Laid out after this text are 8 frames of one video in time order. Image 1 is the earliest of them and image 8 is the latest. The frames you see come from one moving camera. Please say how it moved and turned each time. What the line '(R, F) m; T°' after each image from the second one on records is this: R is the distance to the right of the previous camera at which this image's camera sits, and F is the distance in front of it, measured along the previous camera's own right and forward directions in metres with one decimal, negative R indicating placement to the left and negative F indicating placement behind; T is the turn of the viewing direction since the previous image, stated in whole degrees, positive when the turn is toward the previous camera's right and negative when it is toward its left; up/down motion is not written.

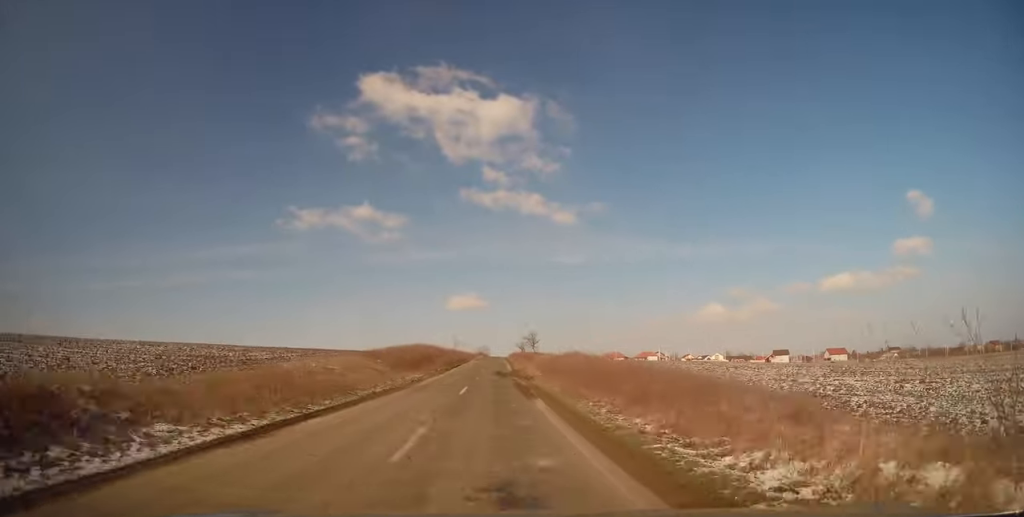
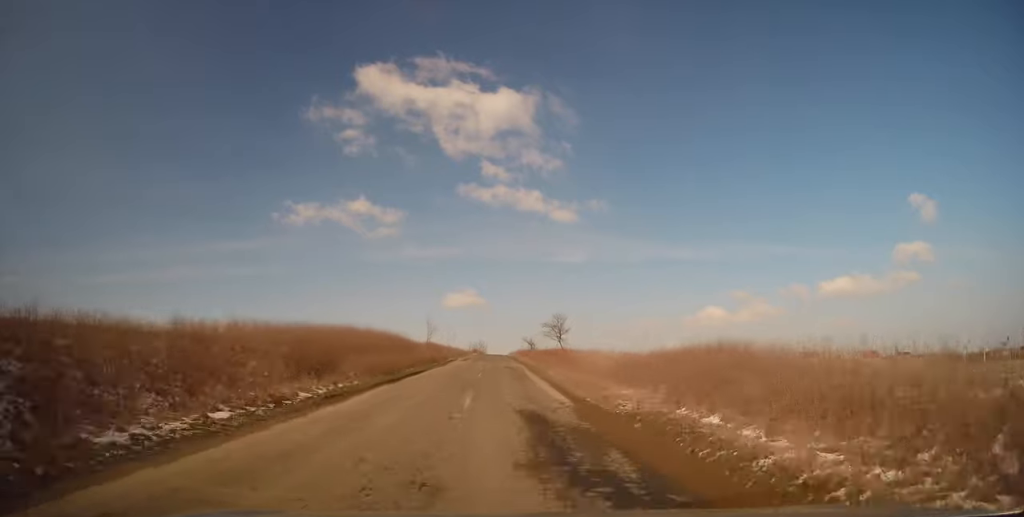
(0.0, +33.2) m; +1°
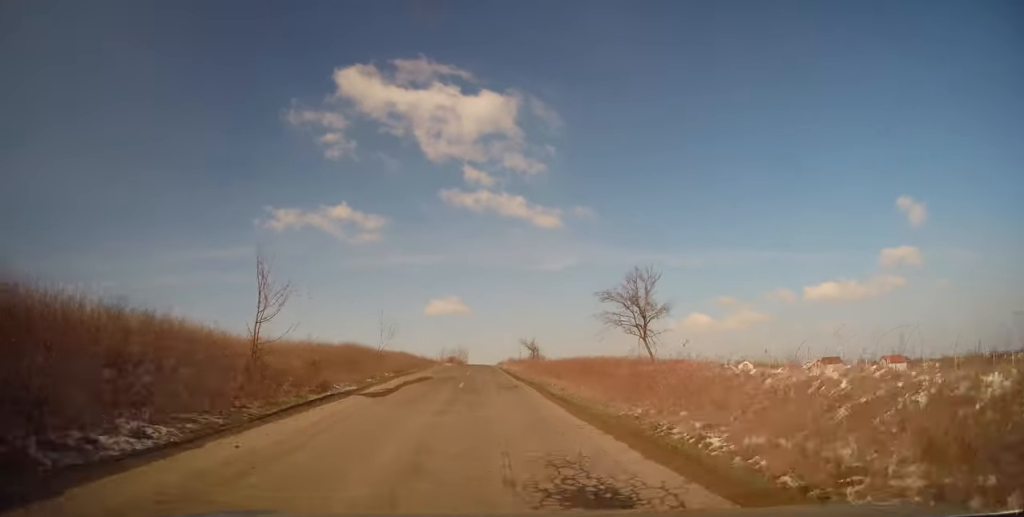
(+0.4, +31.4) m; +1°
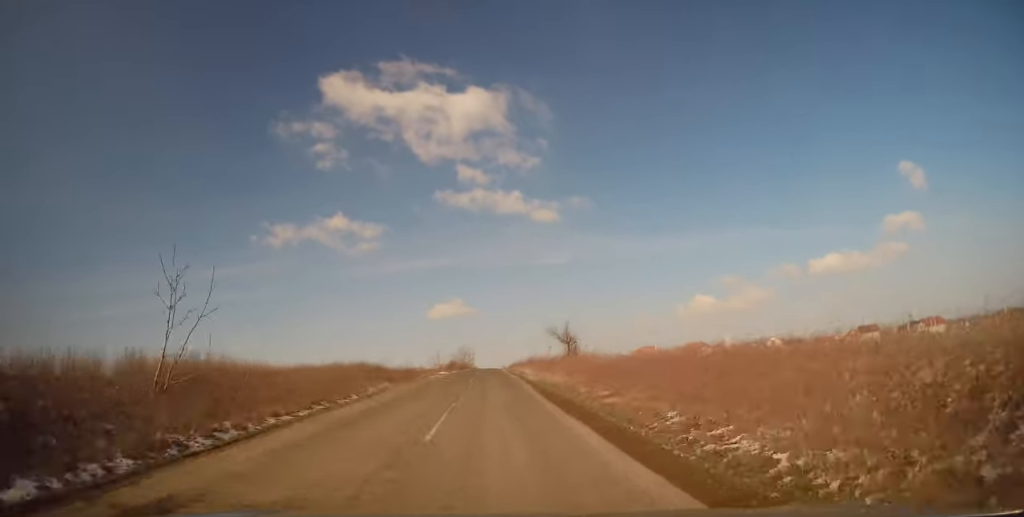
(0.0, +21.2) m; 0°
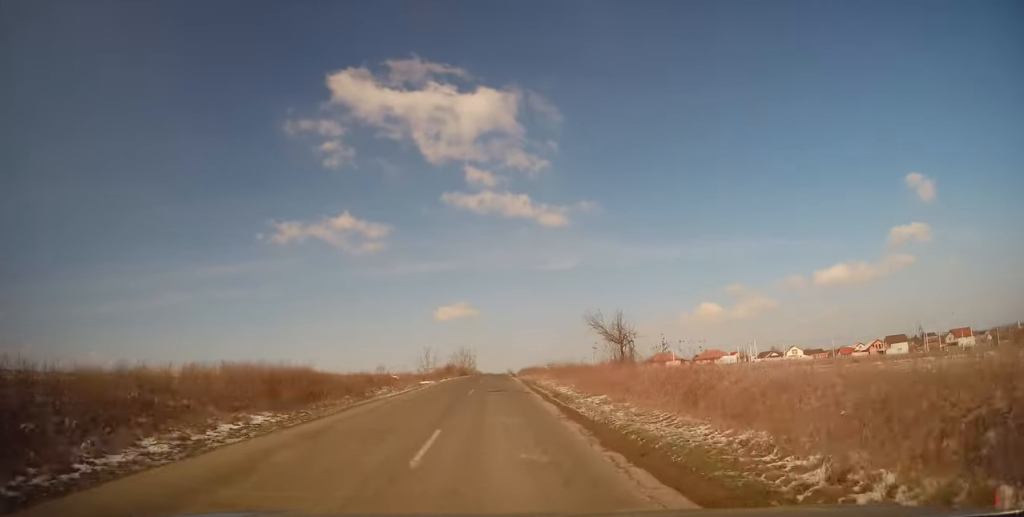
(0.0, +15.2) m; 0°
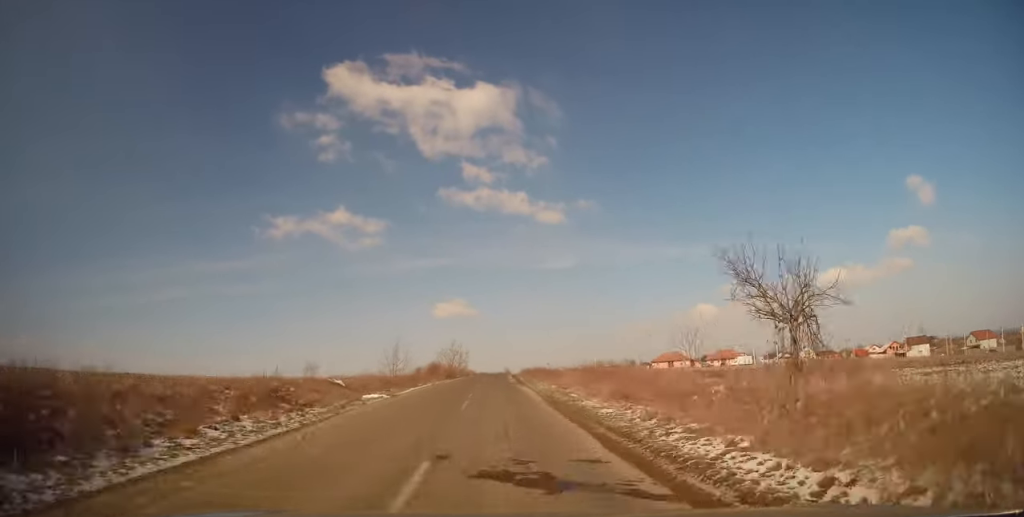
(0.0, +15.2) m; 0°
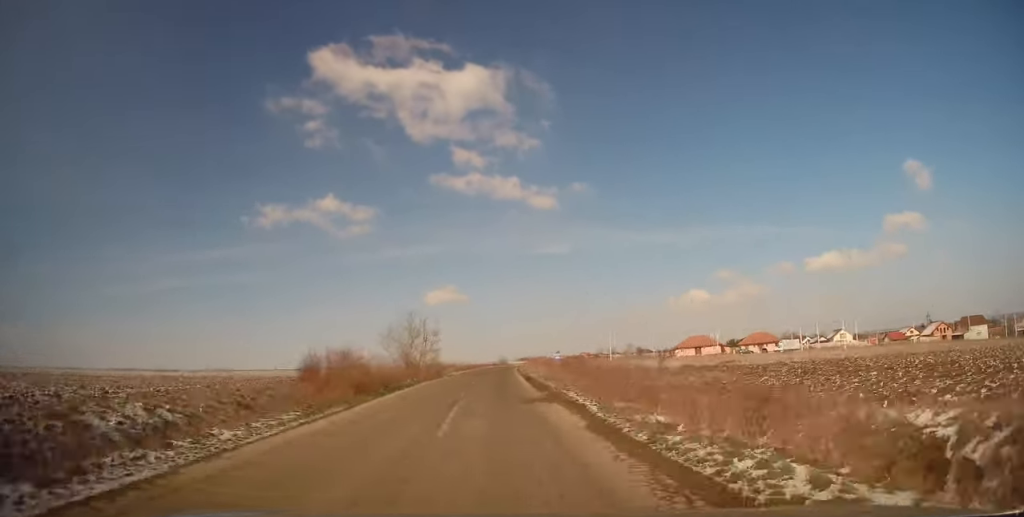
(0.0, +33.3) m; +1°
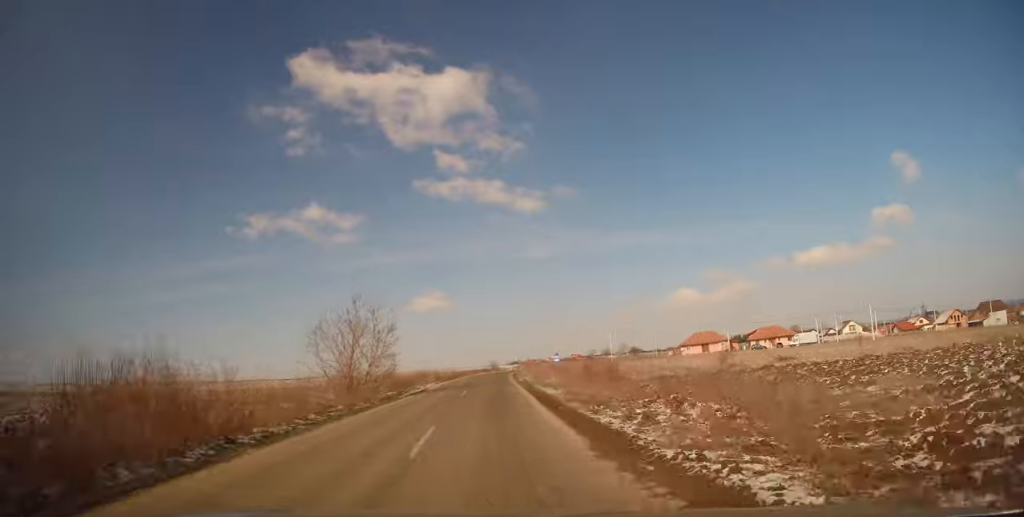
(-0.1, +13.1) m; +1°
